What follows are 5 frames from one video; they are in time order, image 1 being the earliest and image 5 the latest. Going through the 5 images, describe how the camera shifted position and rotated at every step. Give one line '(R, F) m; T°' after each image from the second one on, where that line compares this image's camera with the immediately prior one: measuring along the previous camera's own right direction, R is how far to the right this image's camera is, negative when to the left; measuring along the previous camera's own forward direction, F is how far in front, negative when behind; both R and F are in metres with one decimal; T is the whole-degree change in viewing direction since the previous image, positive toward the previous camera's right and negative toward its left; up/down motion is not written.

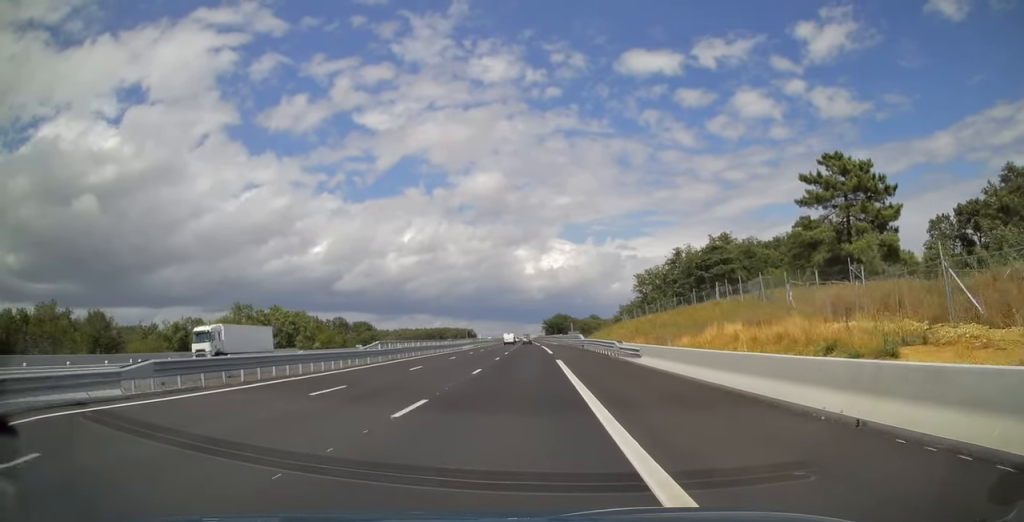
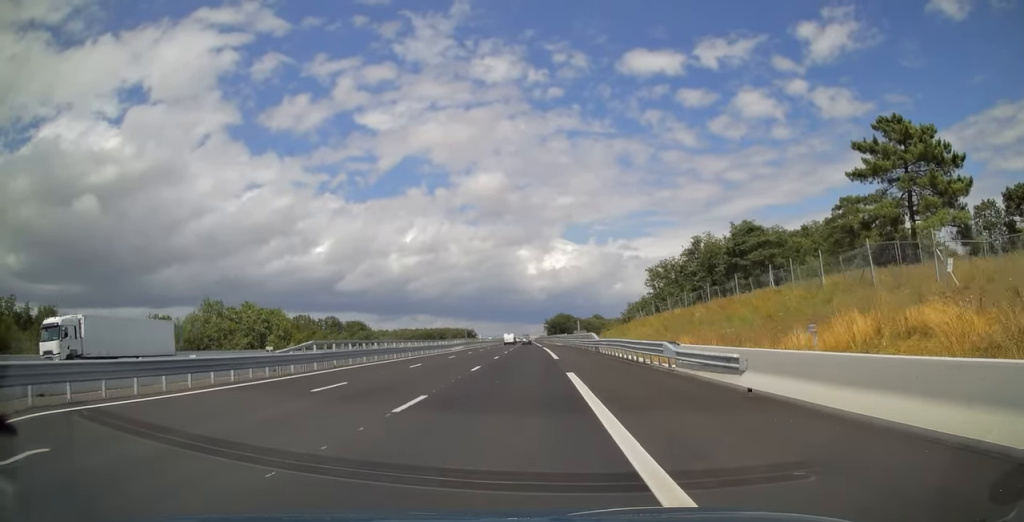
(+0.1, +12.9) m; 0°
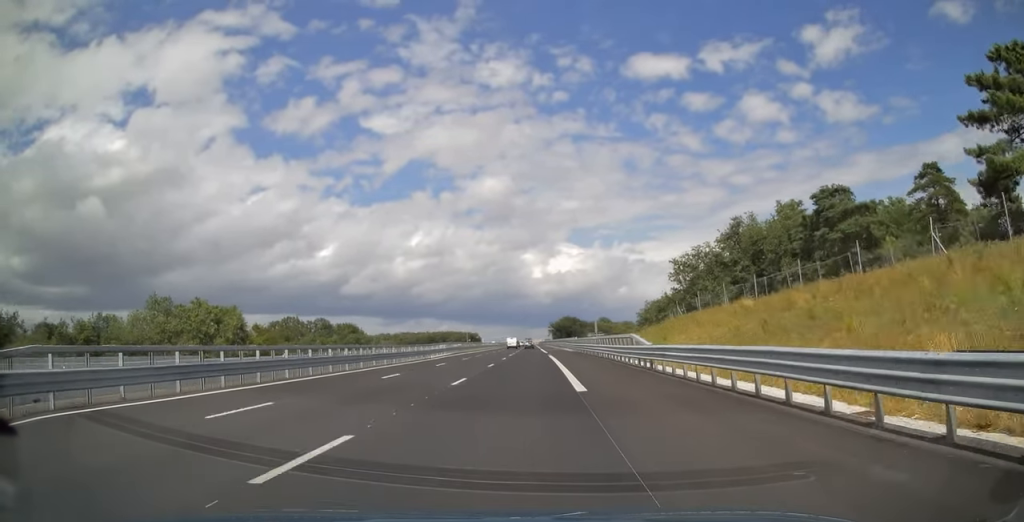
(-0.2, +18.8) m; -1°
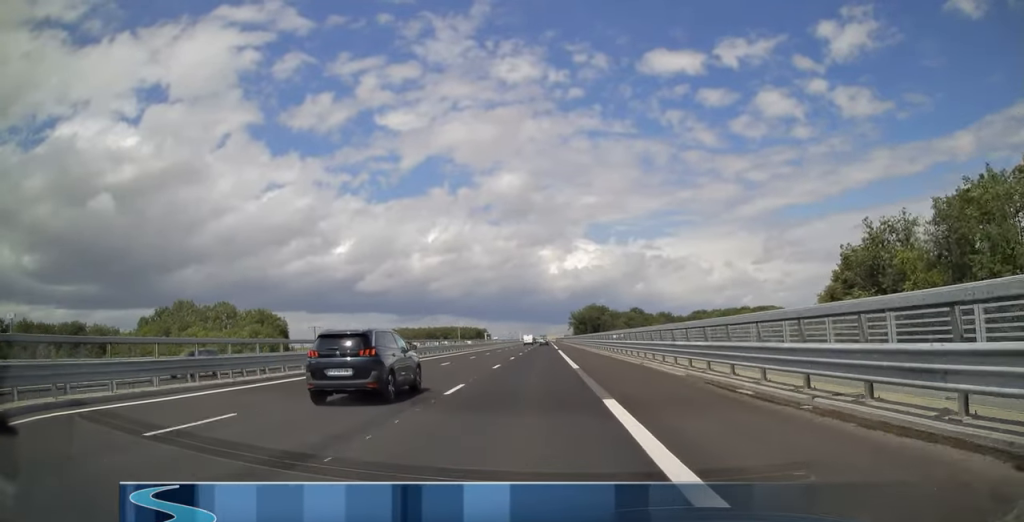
(-0.8, +94.4) m; -1°
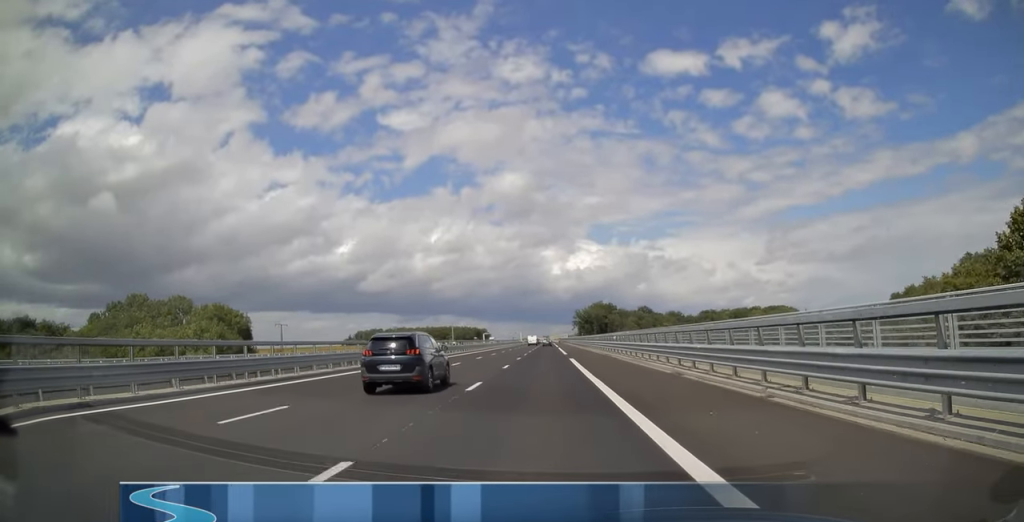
(0.0, +24.1) m; 0°
